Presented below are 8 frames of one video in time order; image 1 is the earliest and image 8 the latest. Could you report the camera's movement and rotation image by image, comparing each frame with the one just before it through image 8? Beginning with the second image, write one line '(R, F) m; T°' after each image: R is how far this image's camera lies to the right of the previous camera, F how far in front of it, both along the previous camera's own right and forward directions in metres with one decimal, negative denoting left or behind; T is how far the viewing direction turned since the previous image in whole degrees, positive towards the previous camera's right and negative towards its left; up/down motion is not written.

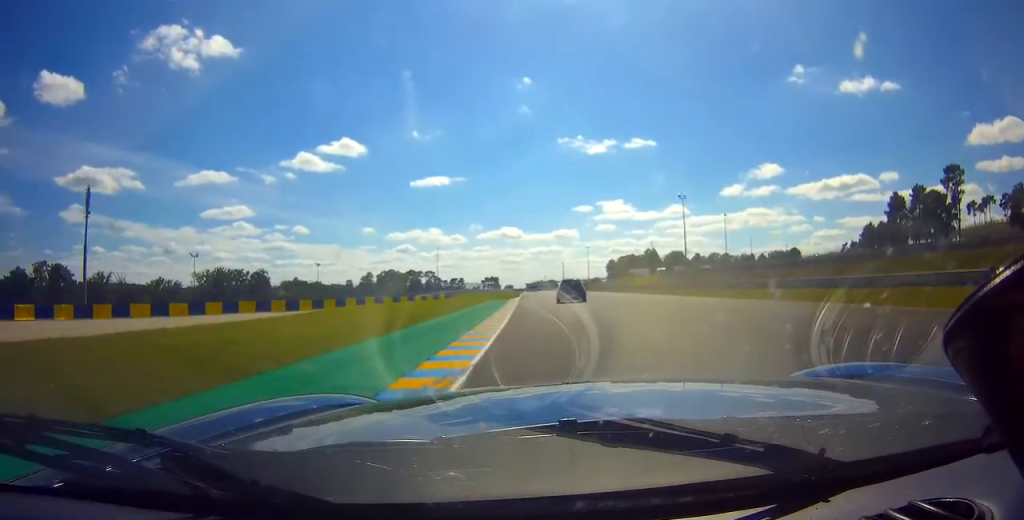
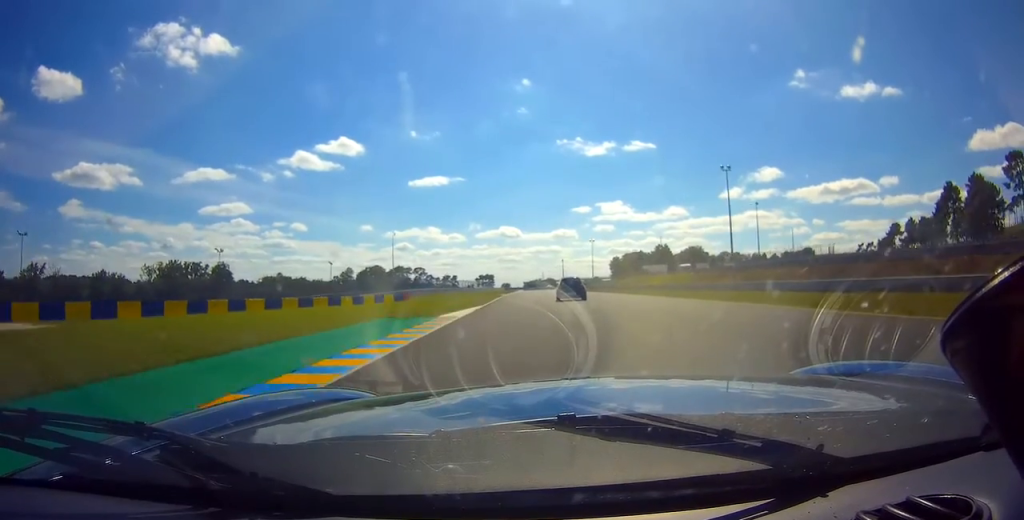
(-0.1, +34.9) m; 0°
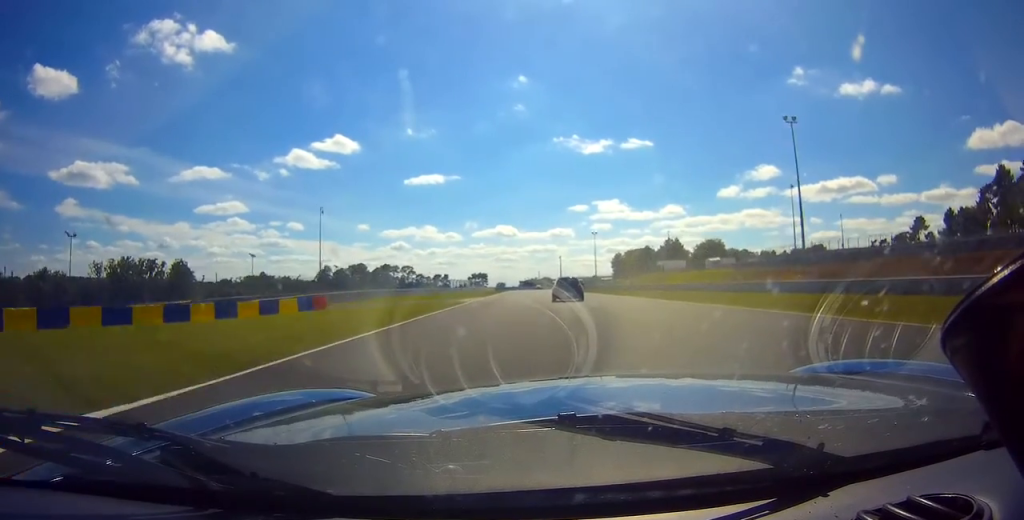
(-0.1, +29.1) m; -1°
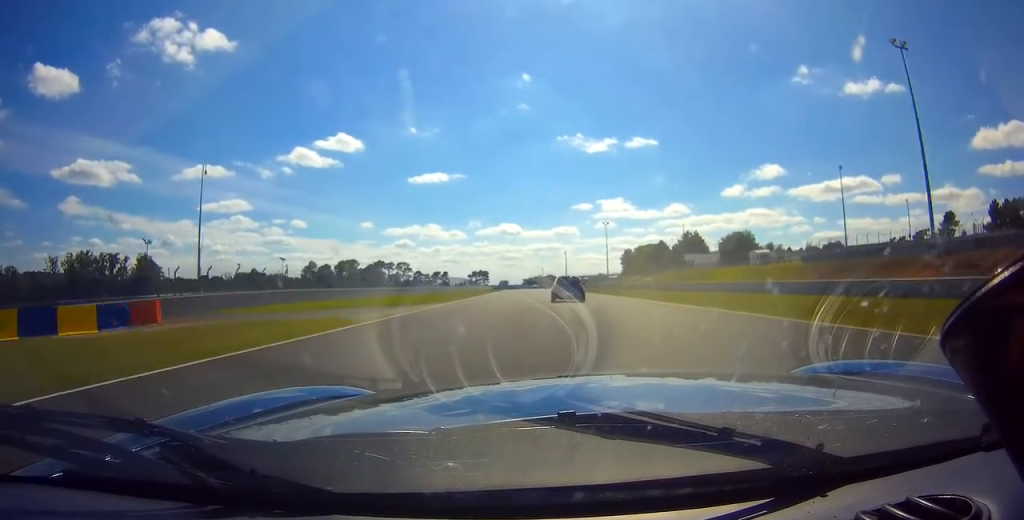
(+0.2, +24.7) m; -1°
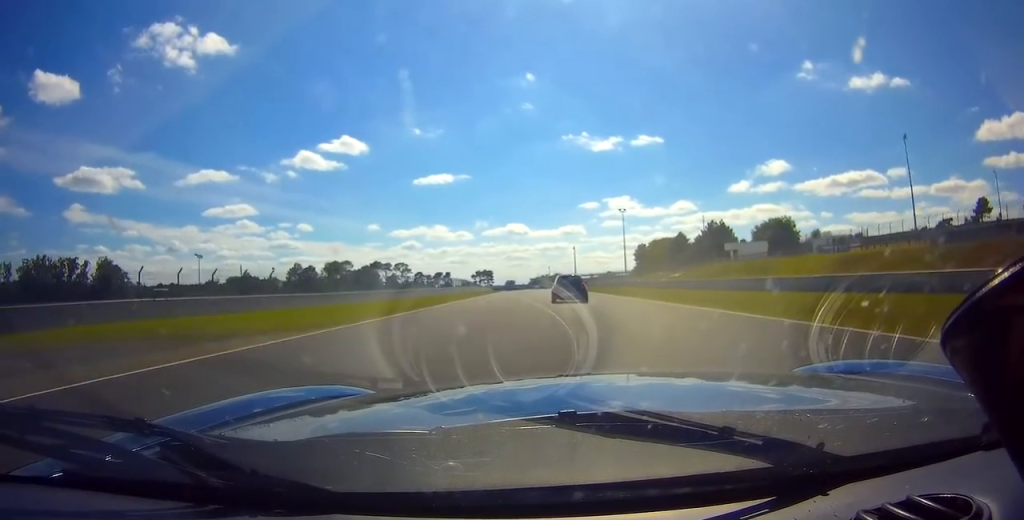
(-0.5, +24.6) m; -1°
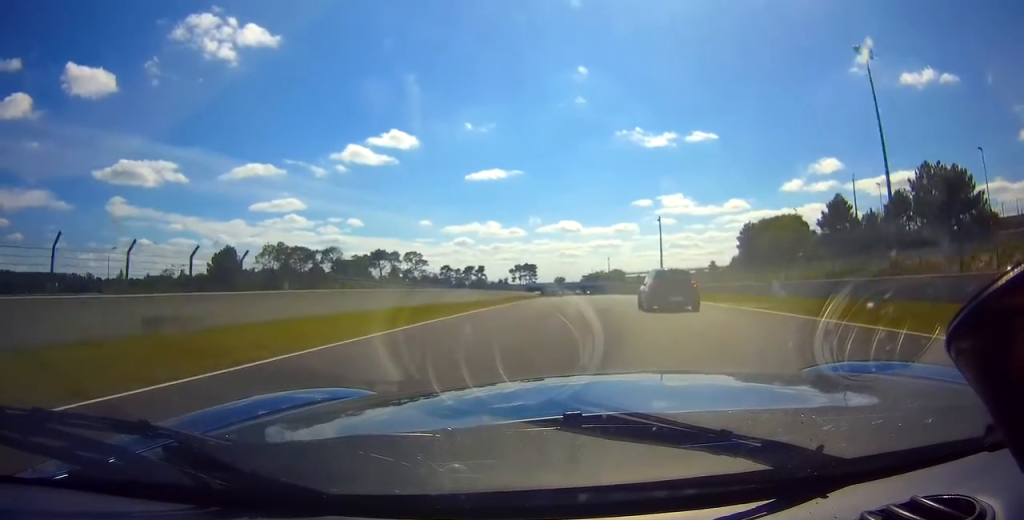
(-2.6, +92.0) m; -2°
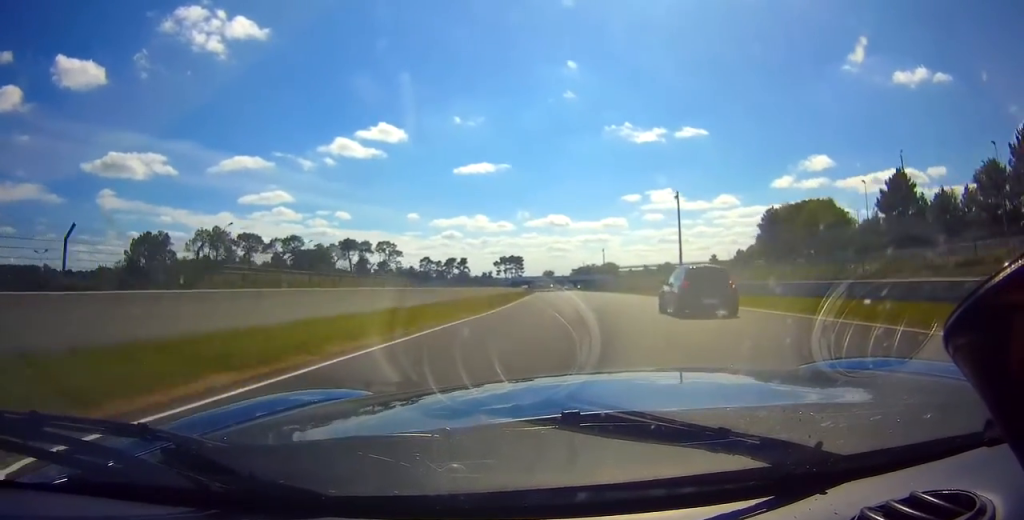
(0.0, +29.1) m; 0°
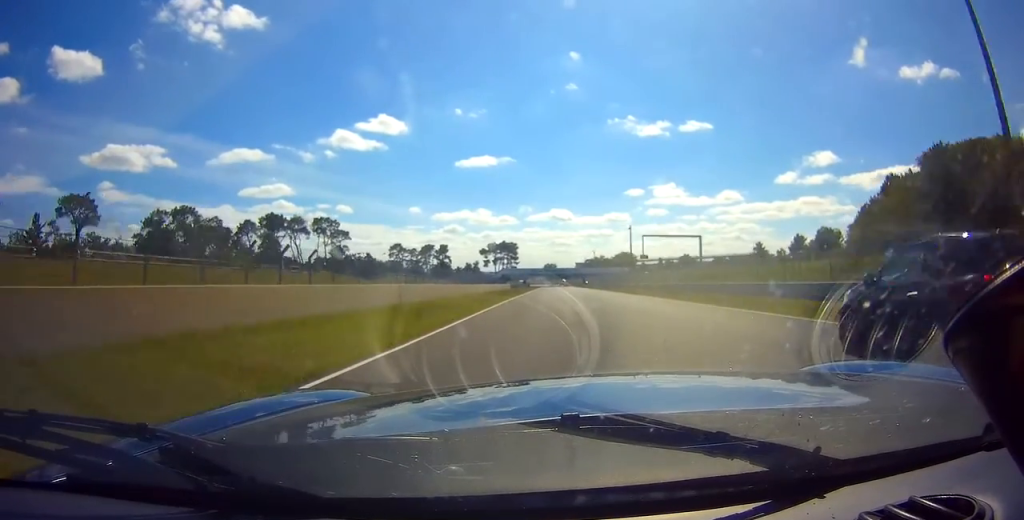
(+0.5, +75.8) m; +1°
